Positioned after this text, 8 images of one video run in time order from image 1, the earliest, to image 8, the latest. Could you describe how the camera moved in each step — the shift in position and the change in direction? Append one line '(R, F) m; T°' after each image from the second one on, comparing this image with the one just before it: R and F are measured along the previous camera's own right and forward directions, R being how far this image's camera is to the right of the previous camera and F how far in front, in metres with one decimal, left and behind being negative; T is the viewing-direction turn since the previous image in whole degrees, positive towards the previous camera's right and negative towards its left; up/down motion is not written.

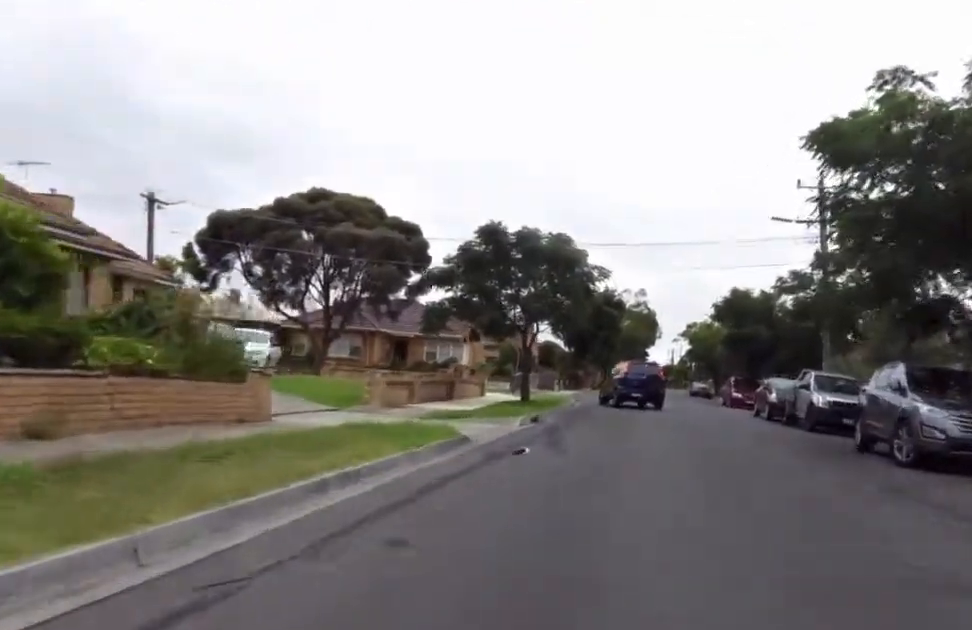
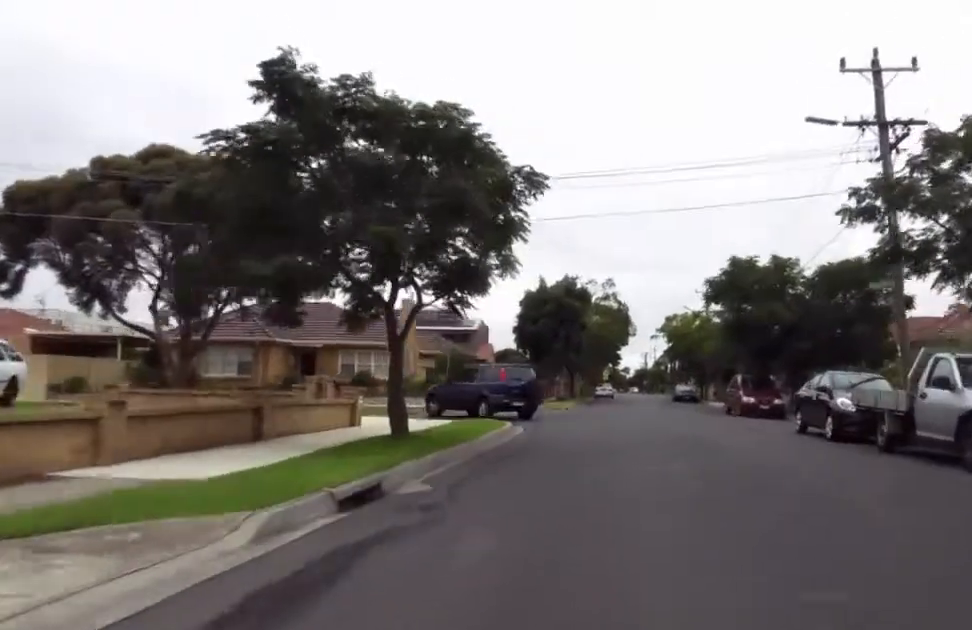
(+0.3, +10.7) m; +1°
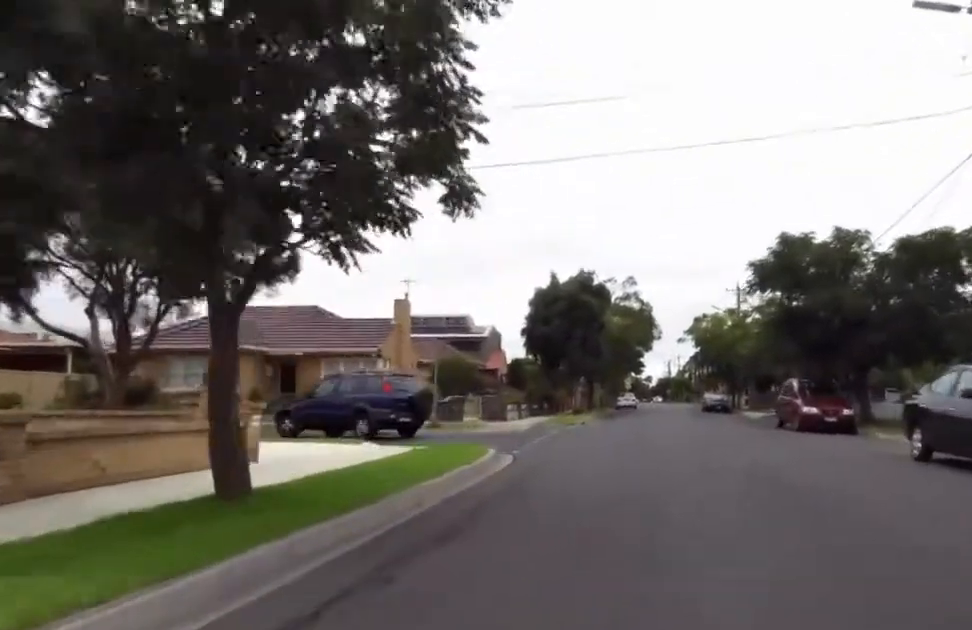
(-0.2, +5.8) m; 0°
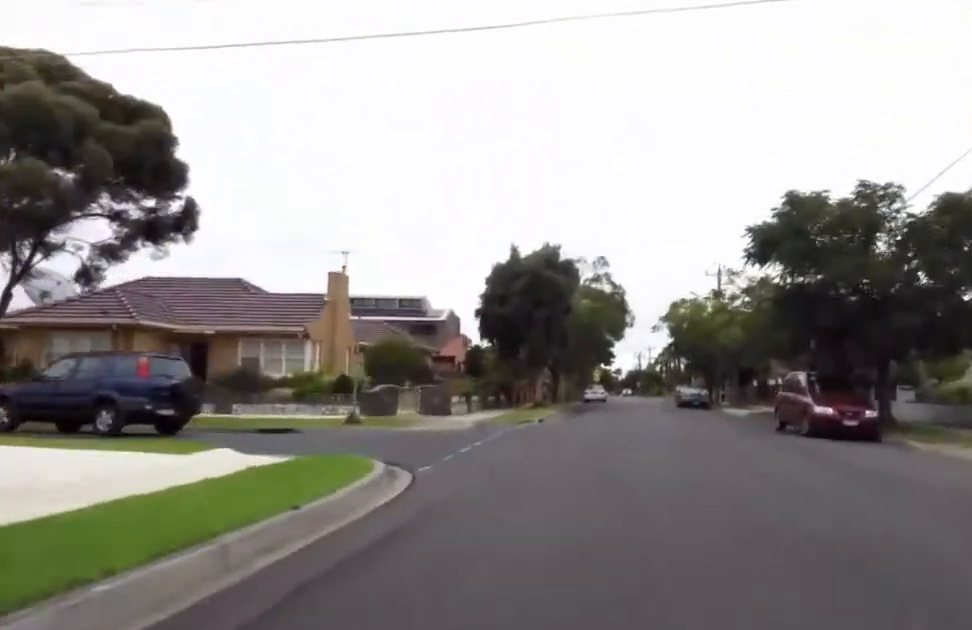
(-0.3, +4.6) m; 0°
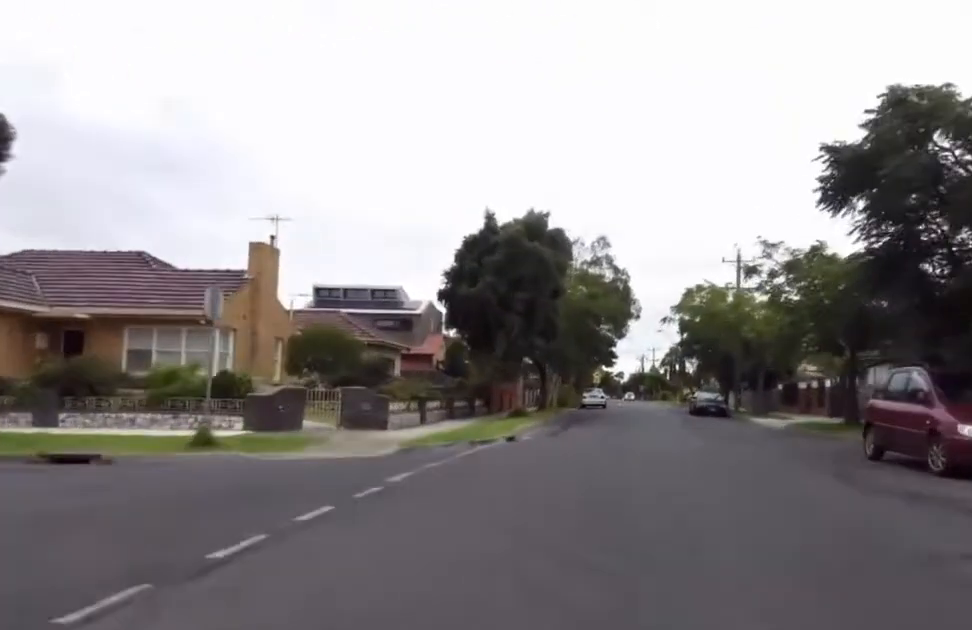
(+0.7, +7.6) m; -2°
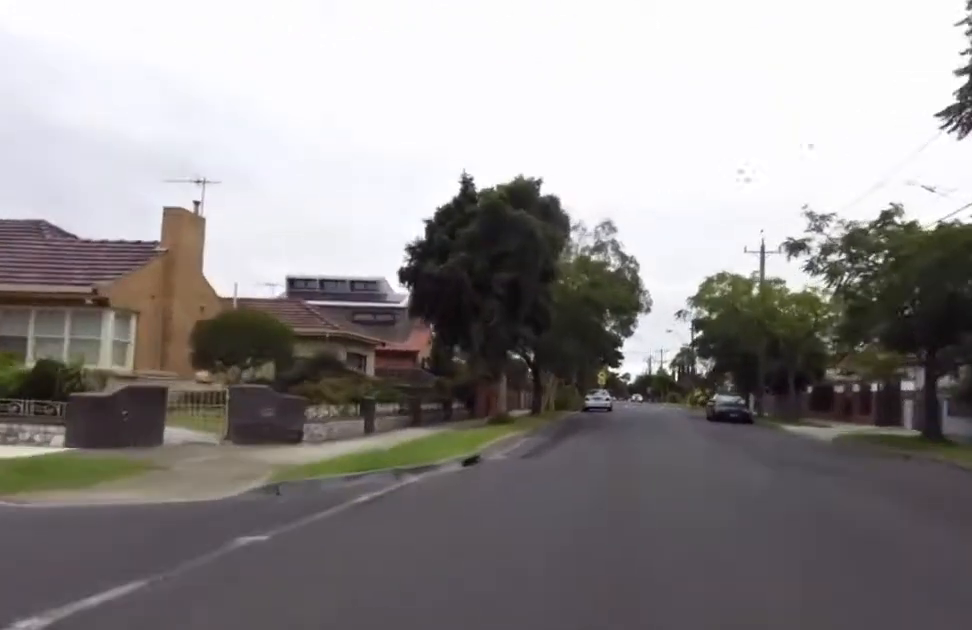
(-0.7, +5.5) m; +1°
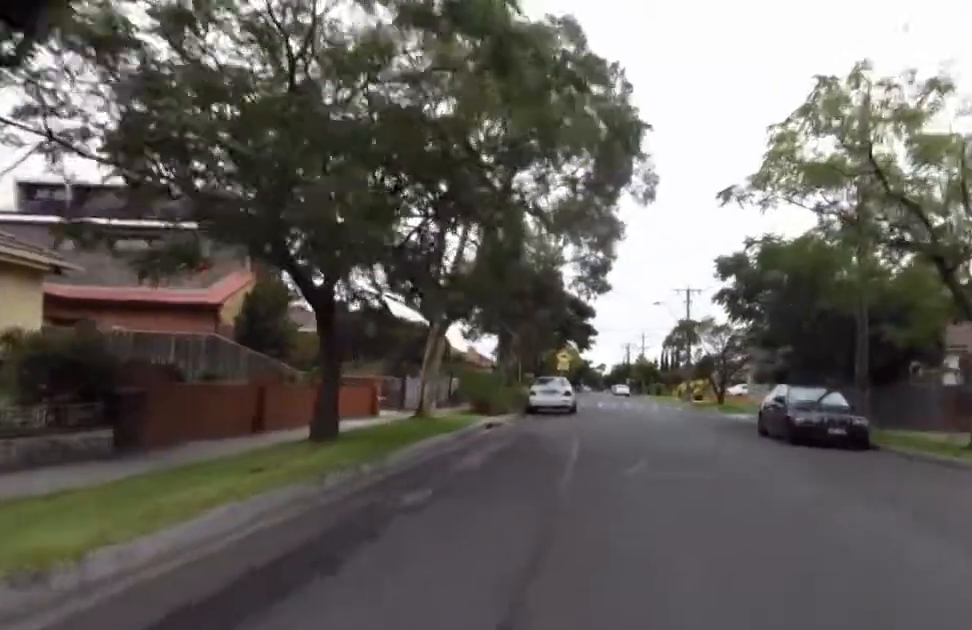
(-0.3, +18.9) m; +1°
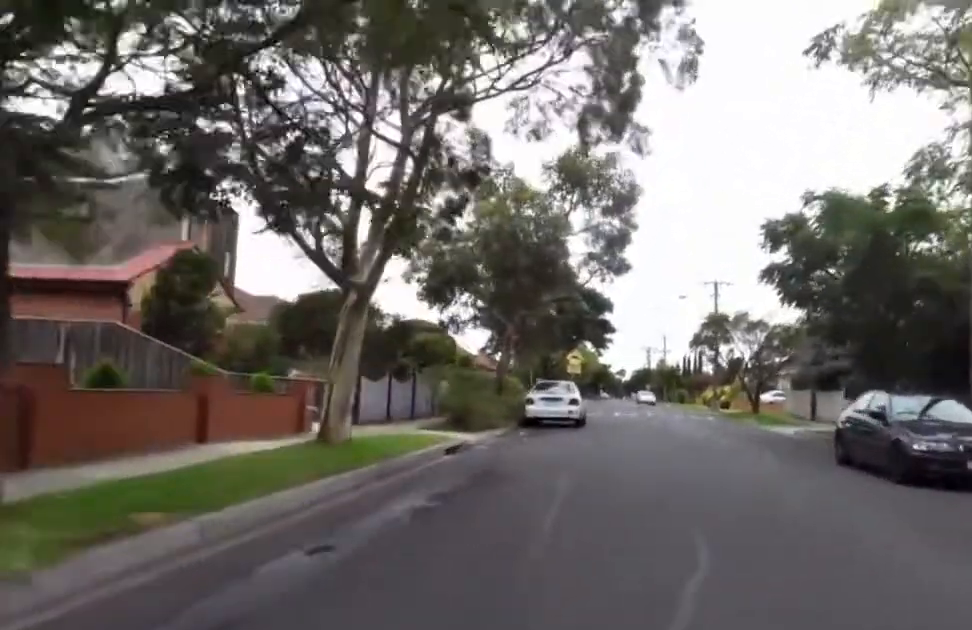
(+0.9, +5.5) m; 0°
